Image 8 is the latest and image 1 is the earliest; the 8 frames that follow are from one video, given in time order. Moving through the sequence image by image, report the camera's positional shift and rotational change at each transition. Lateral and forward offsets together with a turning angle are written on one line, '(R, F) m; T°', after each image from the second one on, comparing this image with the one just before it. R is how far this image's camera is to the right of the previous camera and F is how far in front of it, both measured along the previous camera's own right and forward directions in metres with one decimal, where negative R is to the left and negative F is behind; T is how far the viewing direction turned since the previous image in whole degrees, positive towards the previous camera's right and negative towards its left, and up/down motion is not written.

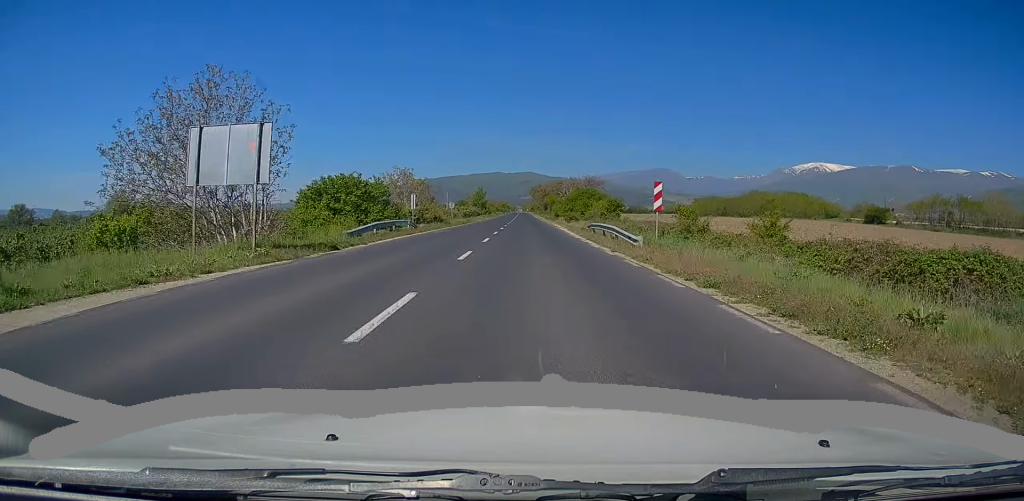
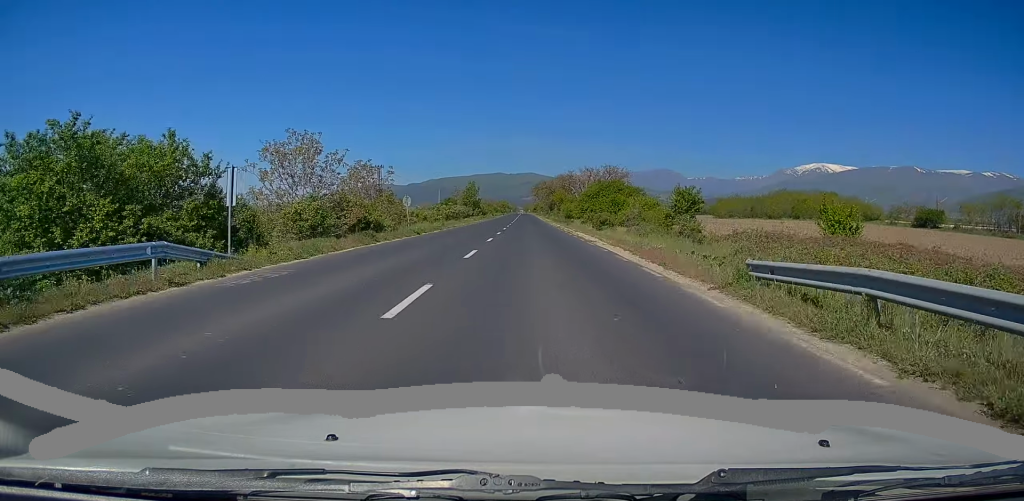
(-0.3, +25.3) m; -1°
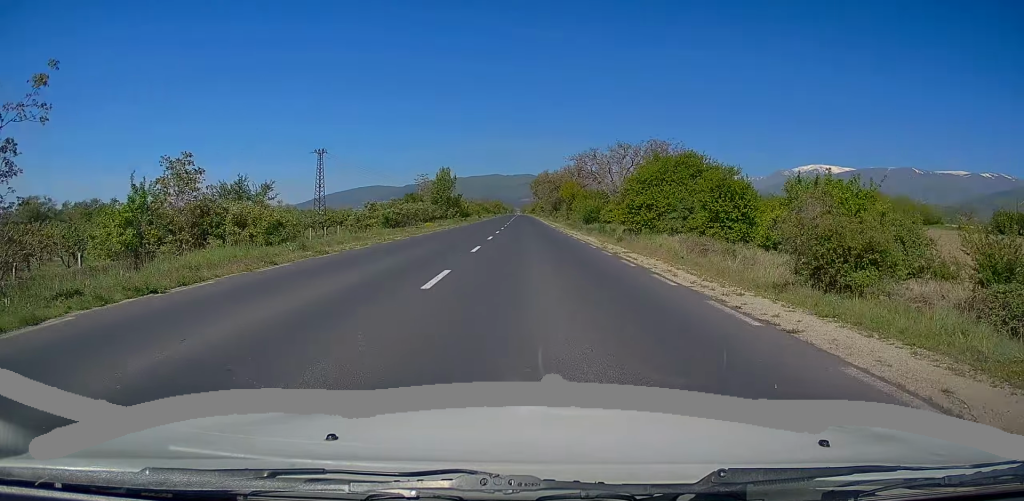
(+0.1, +32.3) m; 0°
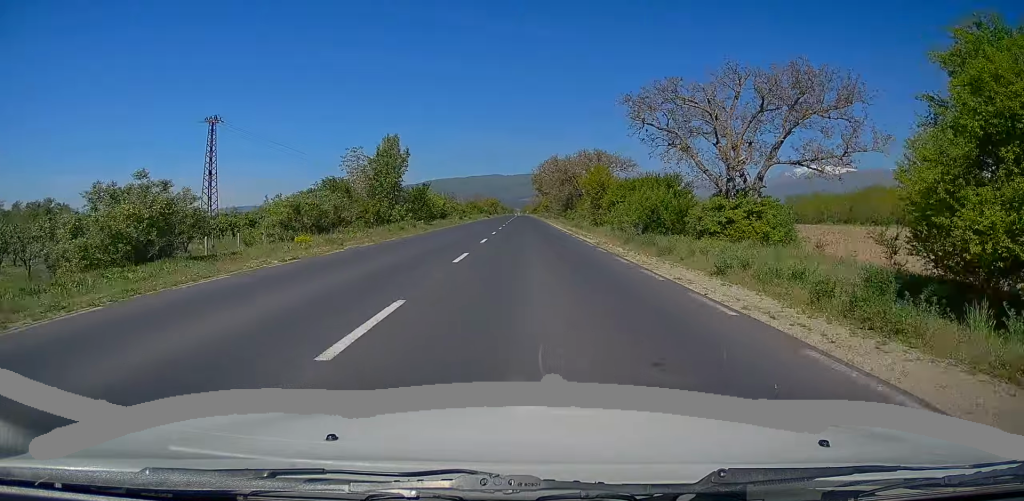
(-0.3, +30.5) m; 0°
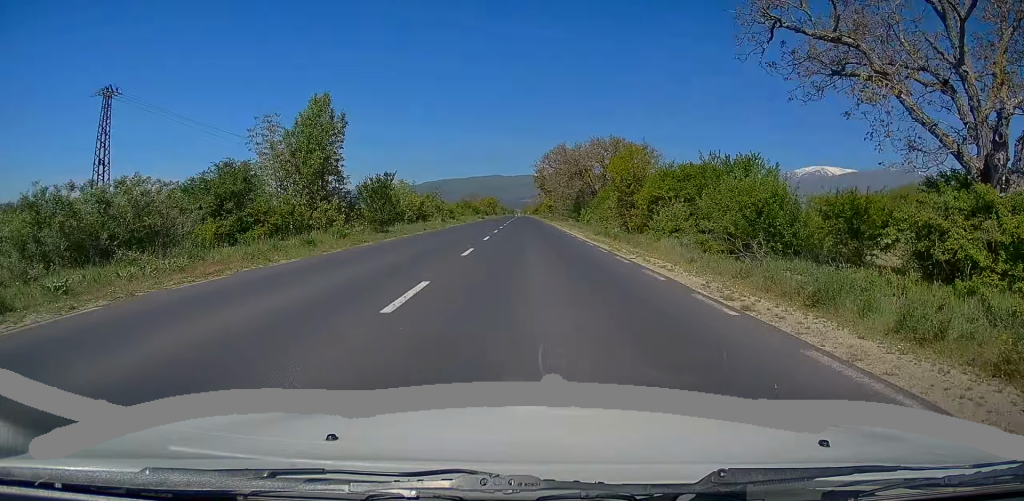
(+0.2, +15.6) m; +1°
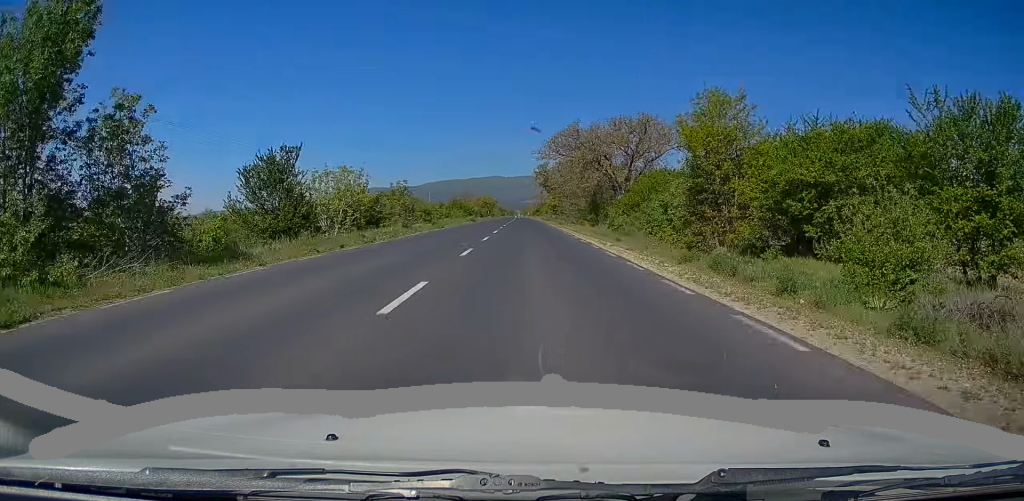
(+0.1, +17.6) m; 0°
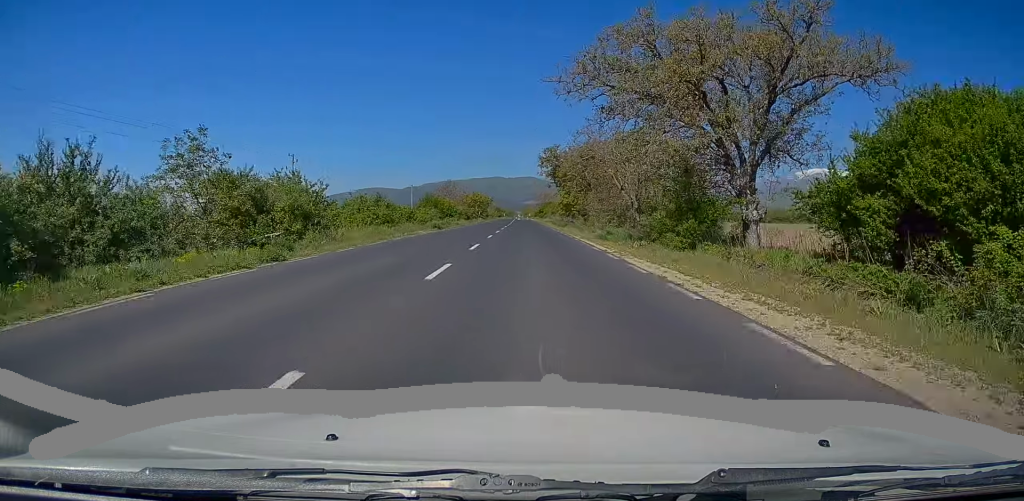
(0.0, +31.6) m; 0°
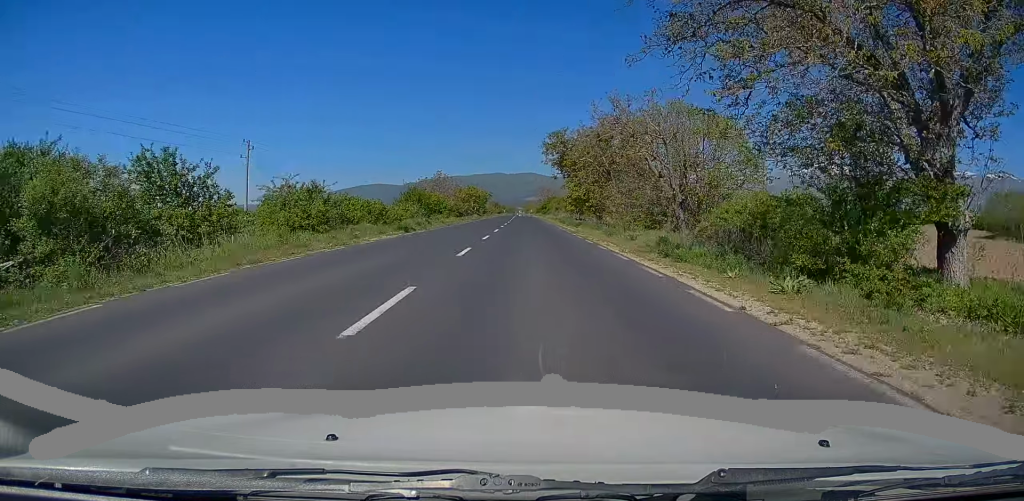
(0.0, +13.0) m; 0°
